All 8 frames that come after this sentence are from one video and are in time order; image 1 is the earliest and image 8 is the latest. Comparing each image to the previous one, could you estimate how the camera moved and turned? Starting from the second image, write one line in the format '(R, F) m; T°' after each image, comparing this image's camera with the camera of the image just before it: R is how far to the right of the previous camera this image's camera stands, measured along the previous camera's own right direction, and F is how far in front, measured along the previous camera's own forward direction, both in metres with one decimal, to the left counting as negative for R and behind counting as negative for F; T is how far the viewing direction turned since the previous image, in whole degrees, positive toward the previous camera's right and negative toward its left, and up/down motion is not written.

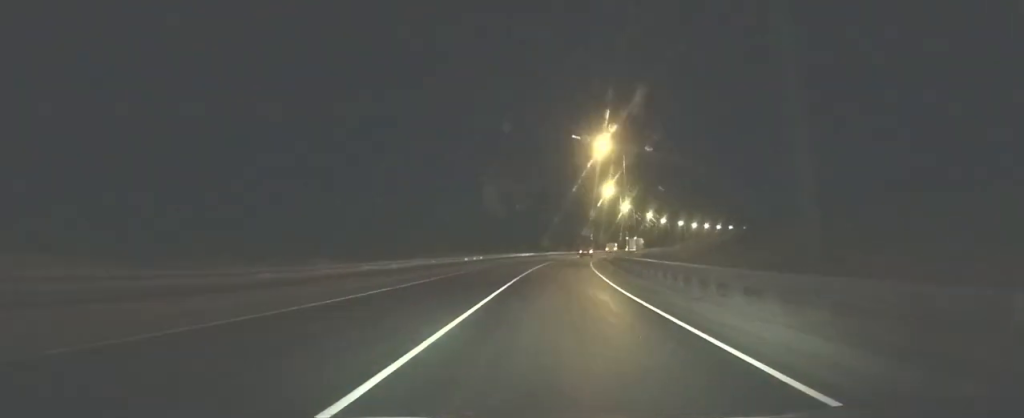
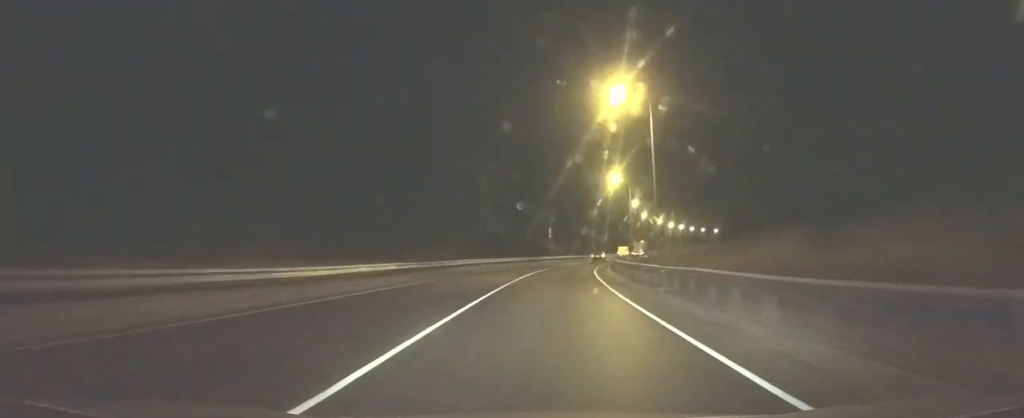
(+2.2, +59.9) m; +5°
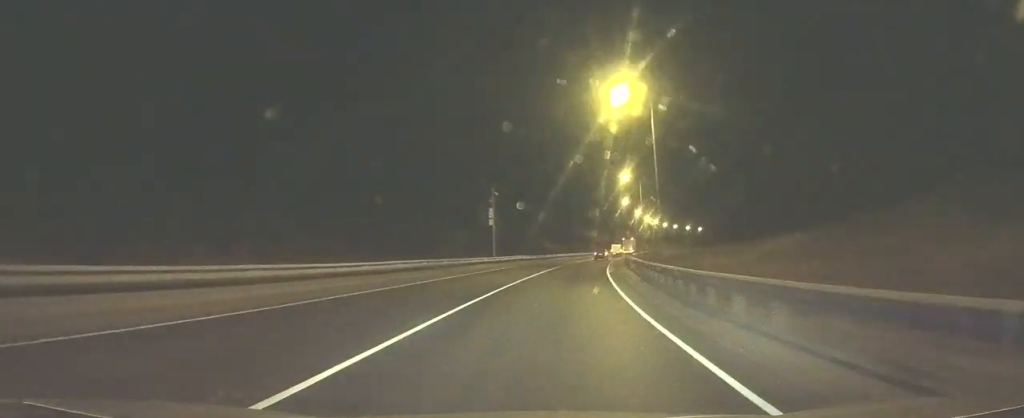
(+0.5, +40.5) m; +4°
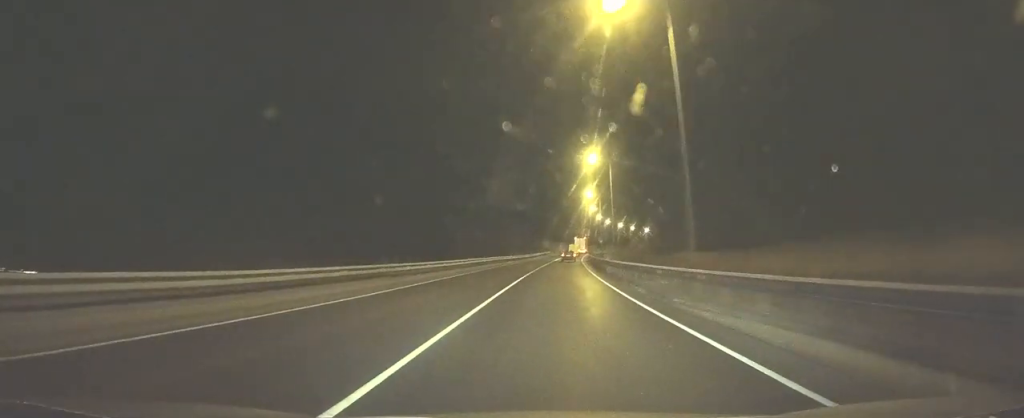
(+8.7, +93.4) m; +8°
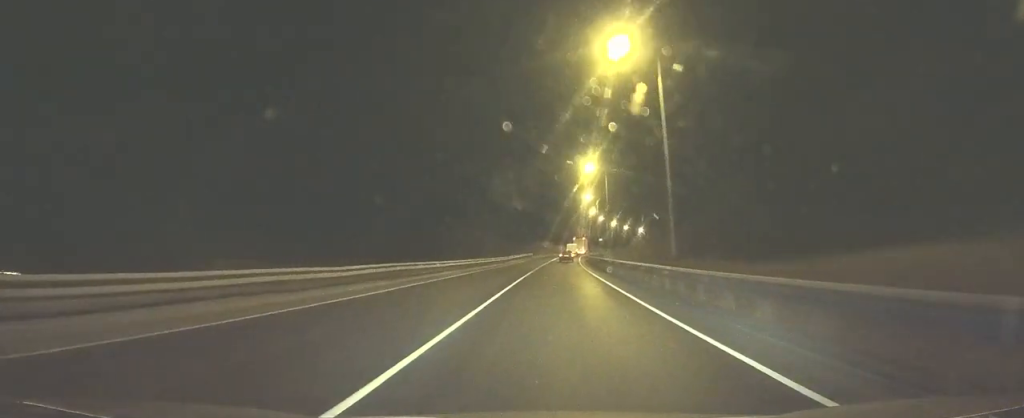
(+0.6, +32.8) m; +2°
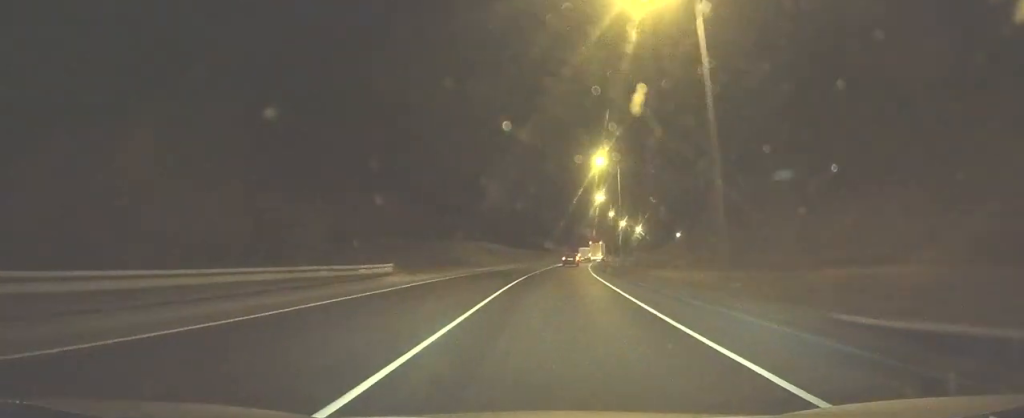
(+2.6, +88.4) m; +4°
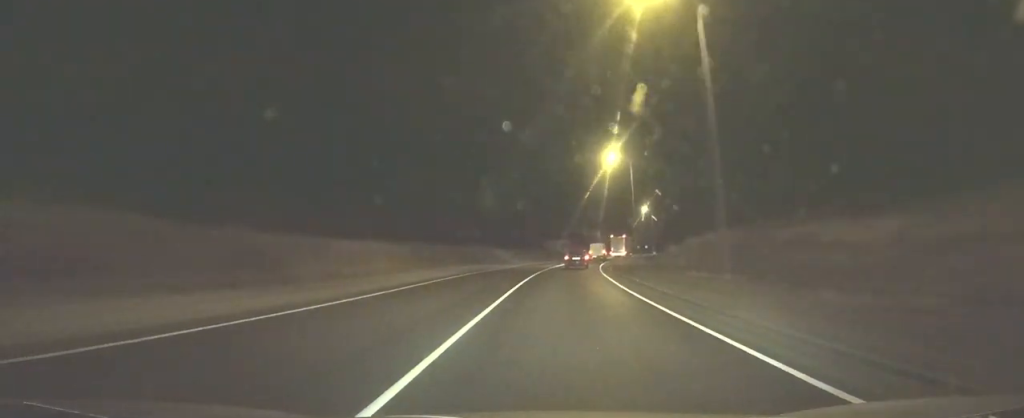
(+15.9, +157.8) m; +13°
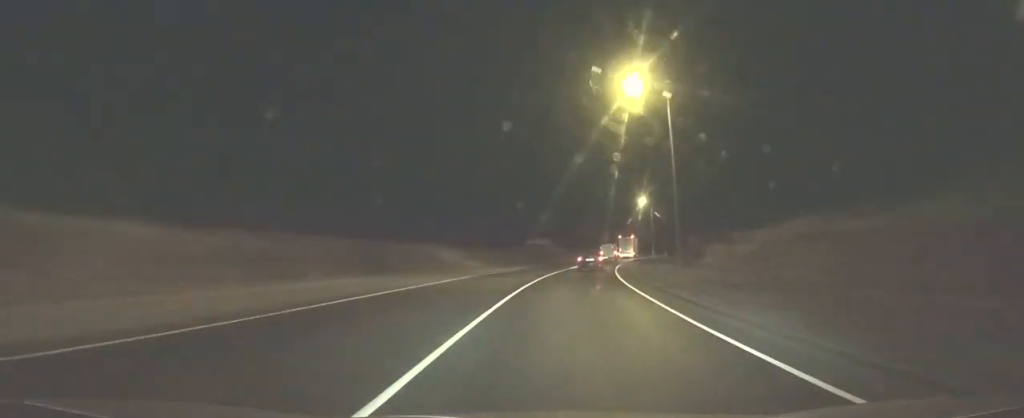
(-0.4, +26.2) m; +3°
